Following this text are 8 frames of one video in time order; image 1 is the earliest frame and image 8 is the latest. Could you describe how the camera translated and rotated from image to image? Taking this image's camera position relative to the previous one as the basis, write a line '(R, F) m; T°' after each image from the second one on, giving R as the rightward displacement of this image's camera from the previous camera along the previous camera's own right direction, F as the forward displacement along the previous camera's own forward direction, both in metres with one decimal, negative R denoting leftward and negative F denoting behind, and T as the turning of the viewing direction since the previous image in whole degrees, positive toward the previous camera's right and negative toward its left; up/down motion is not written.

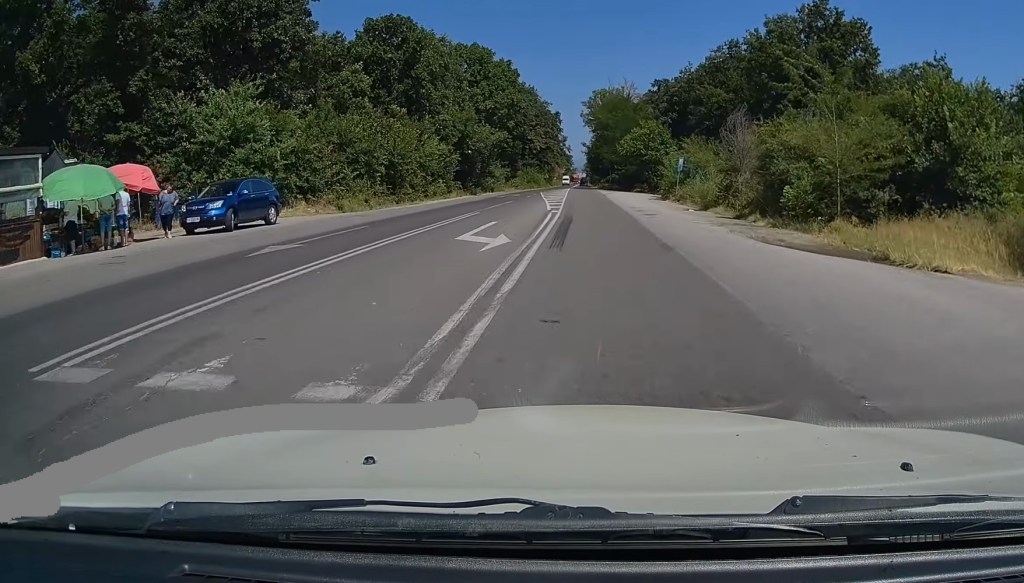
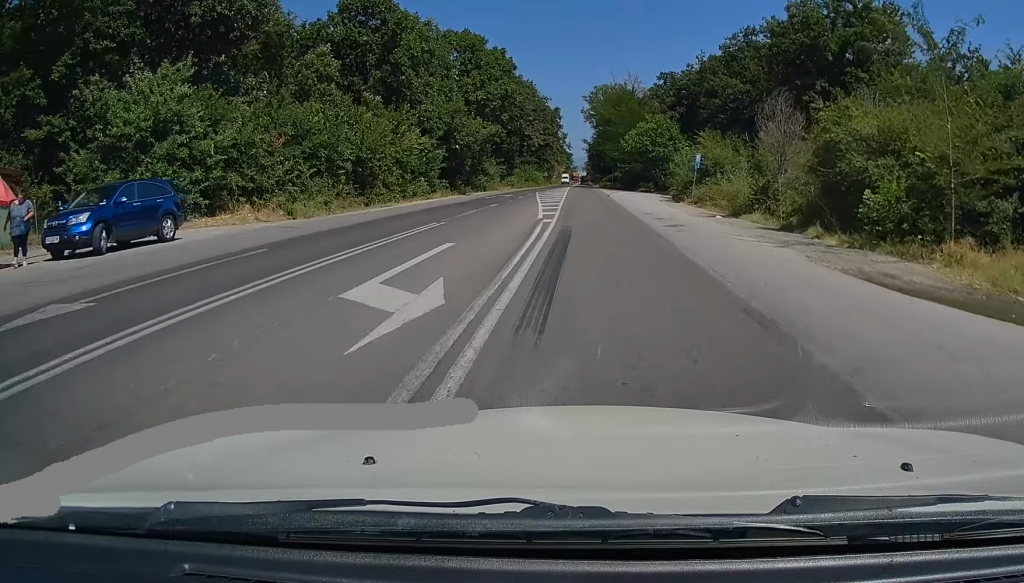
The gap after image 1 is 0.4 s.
(+0.1, +6.6) m; 0°
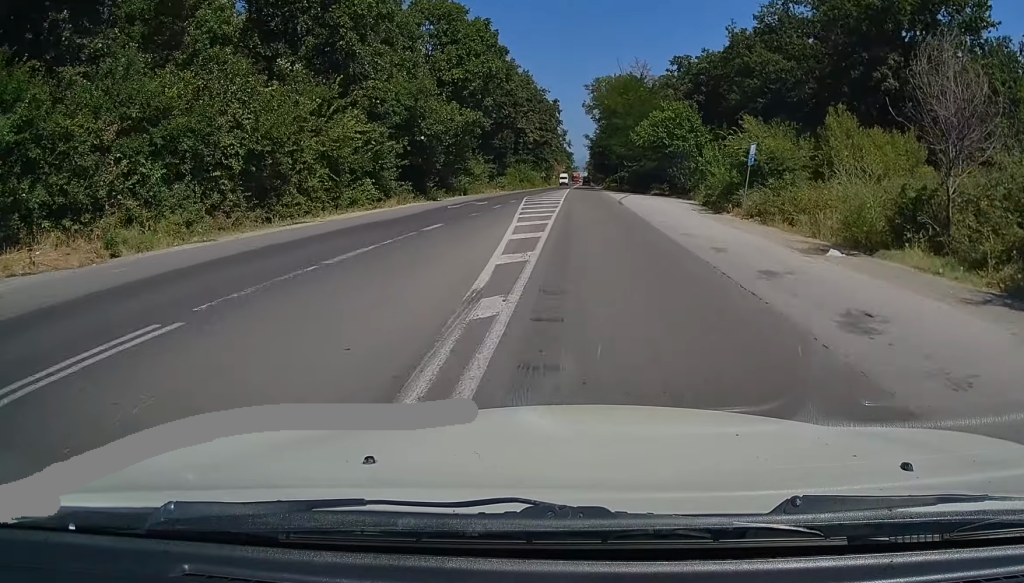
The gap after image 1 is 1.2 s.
(-0.1, +12.8) m; 0°
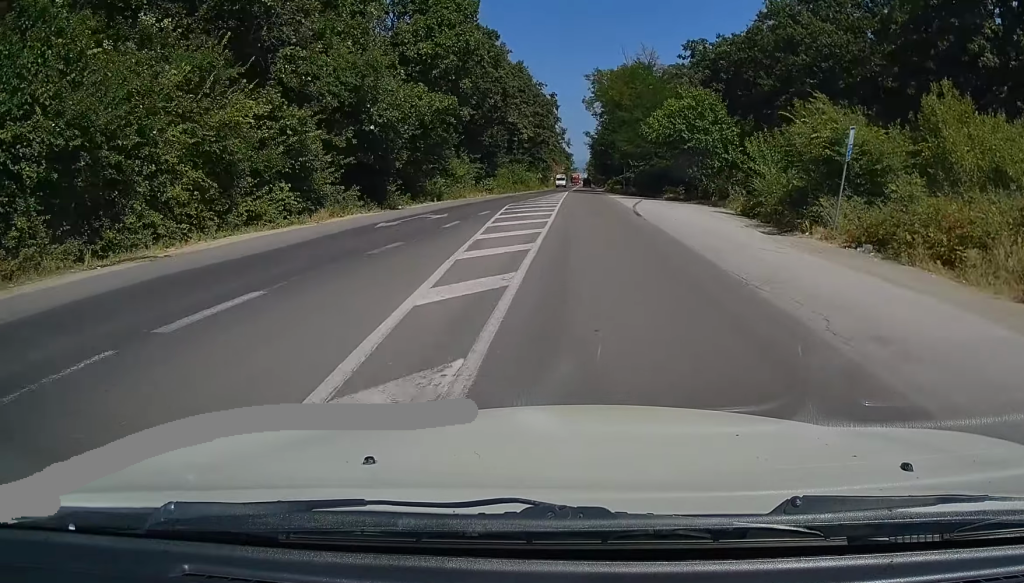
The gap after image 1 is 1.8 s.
(0.0, +10.7) m; 0°
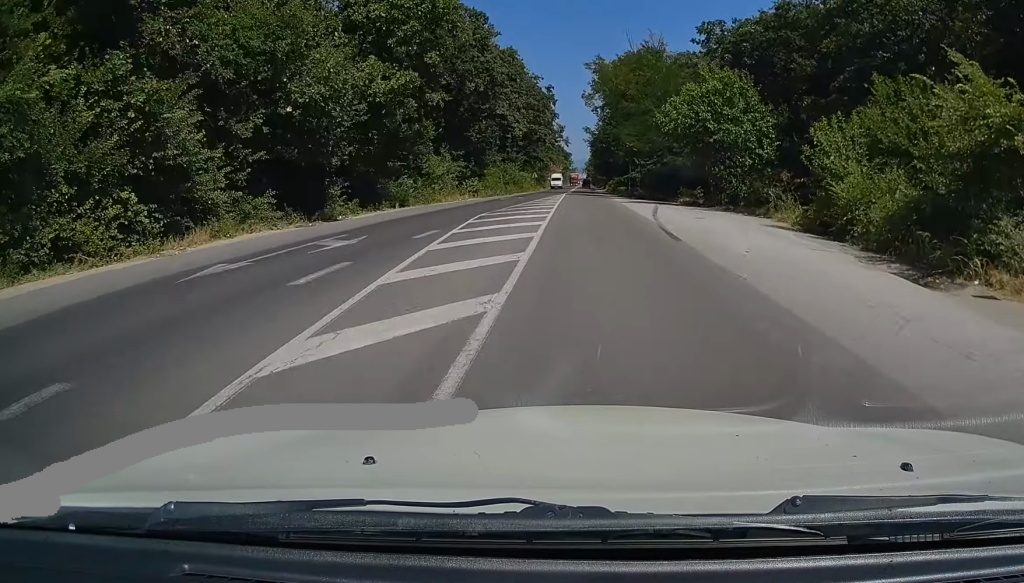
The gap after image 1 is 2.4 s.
(0.0, +9.6) m; 0°
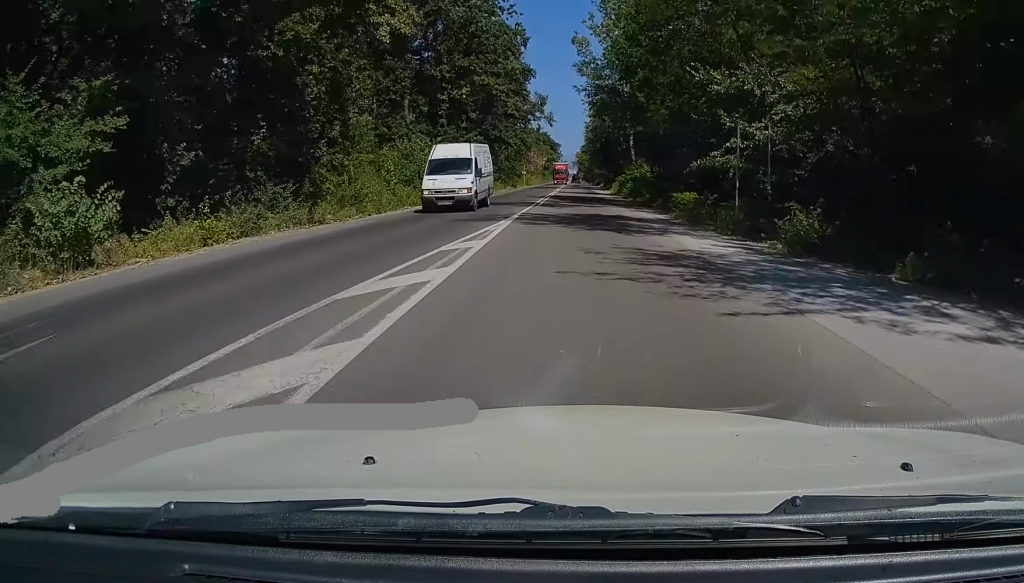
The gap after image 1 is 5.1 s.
(+0.3, +47.8) m; 0°
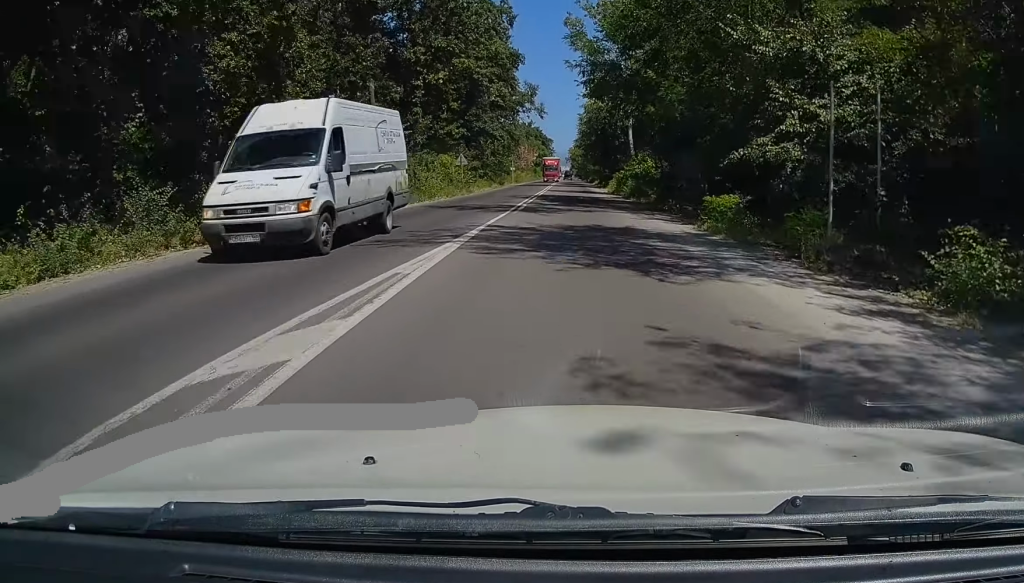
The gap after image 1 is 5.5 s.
(0.0, +7.8) m; 0°
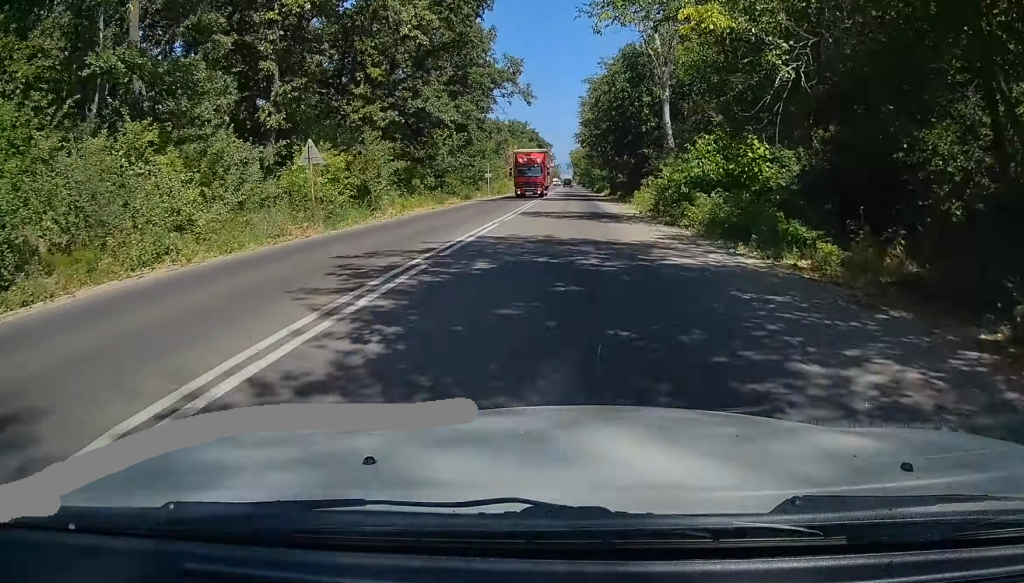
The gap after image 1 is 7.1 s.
(-0.3, +28.6) m; 0°
